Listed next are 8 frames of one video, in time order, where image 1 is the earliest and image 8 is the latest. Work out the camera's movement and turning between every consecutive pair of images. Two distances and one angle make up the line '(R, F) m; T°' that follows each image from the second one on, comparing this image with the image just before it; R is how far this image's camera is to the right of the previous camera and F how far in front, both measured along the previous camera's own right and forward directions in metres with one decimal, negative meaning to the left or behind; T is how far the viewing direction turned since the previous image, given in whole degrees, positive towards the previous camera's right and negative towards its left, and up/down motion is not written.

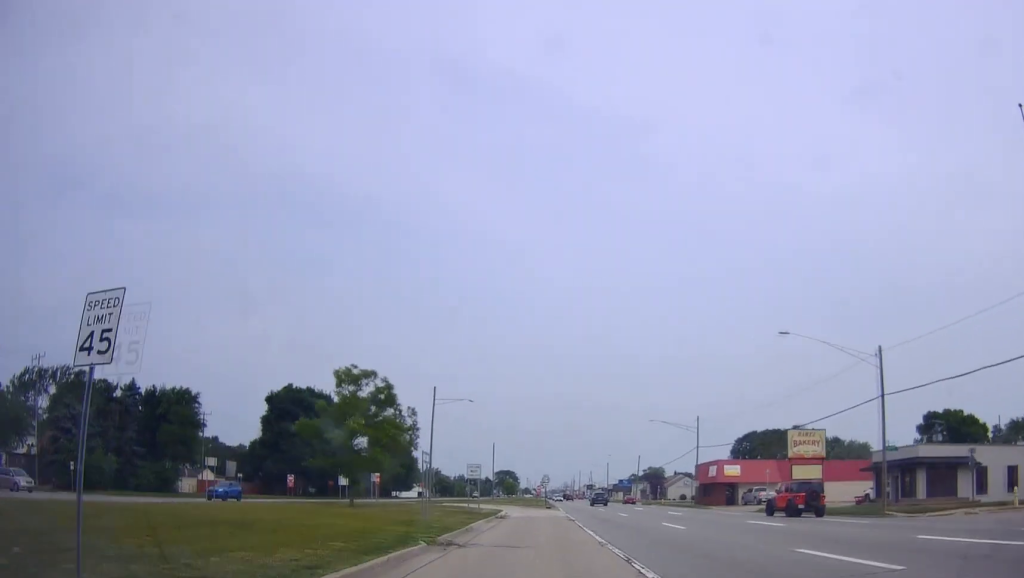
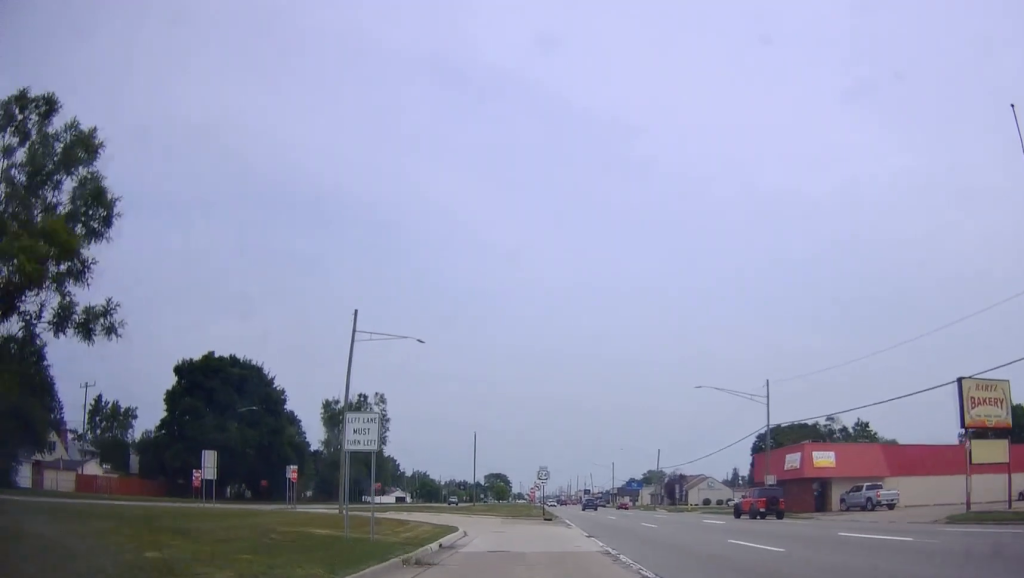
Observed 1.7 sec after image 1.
(+0.6, +28.8) m; +1°
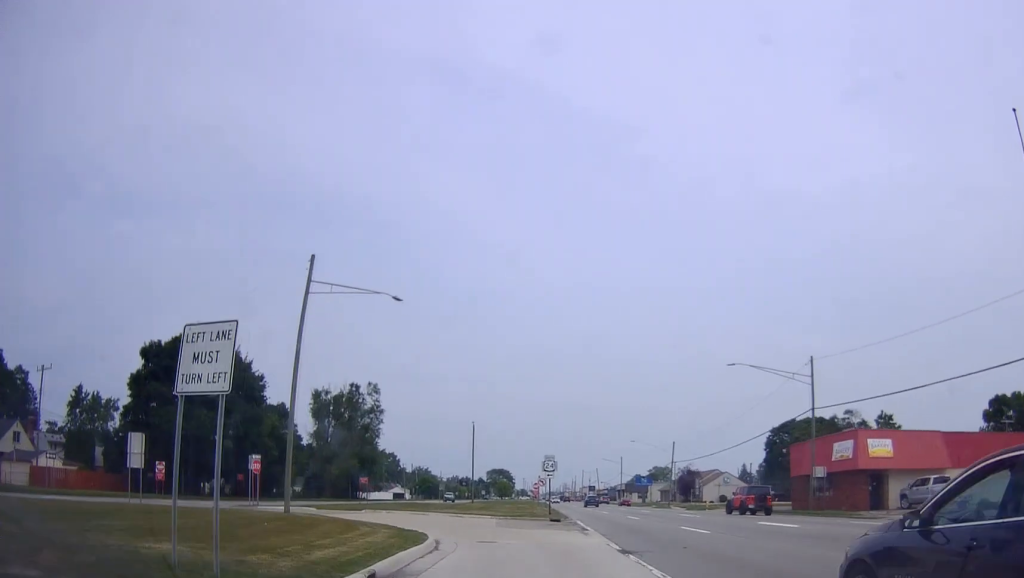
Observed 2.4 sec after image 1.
(-0.1, +9.3) m; +1°
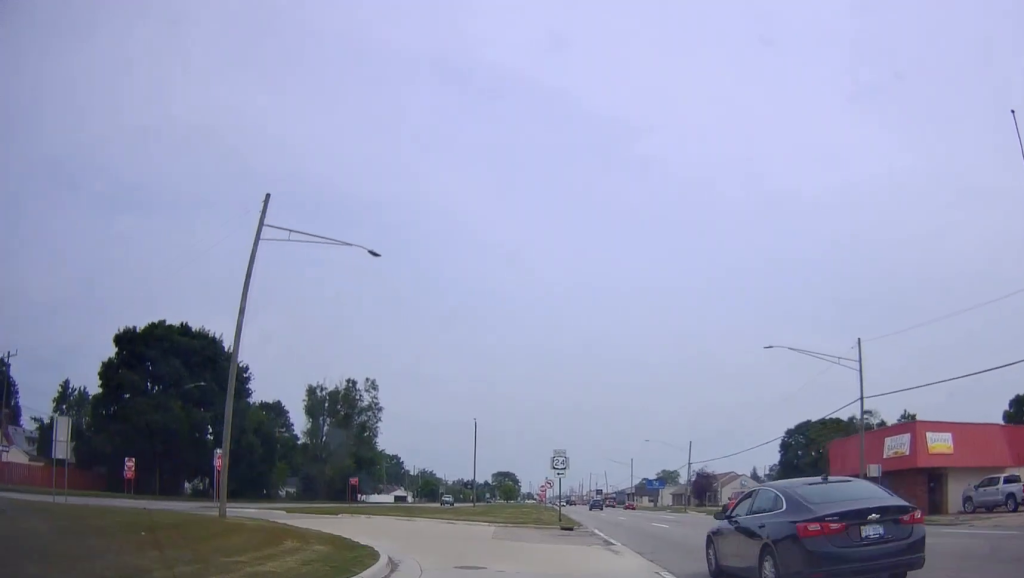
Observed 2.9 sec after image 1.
(+0.1, +7.5) m; +1°
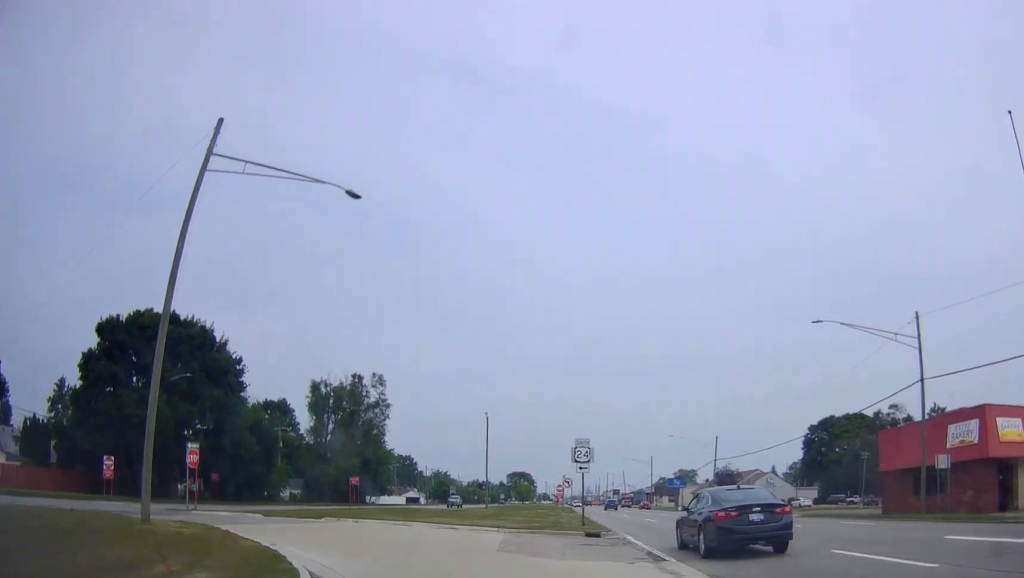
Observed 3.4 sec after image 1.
(+0.1, +6.7) m; +1°
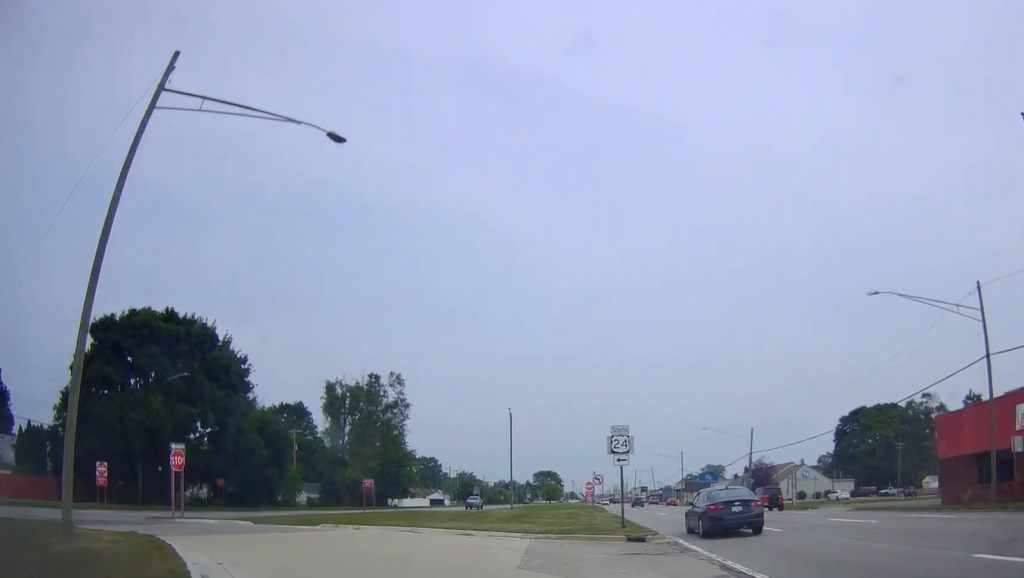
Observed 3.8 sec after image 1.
(0.0, +5.5) m; -1°
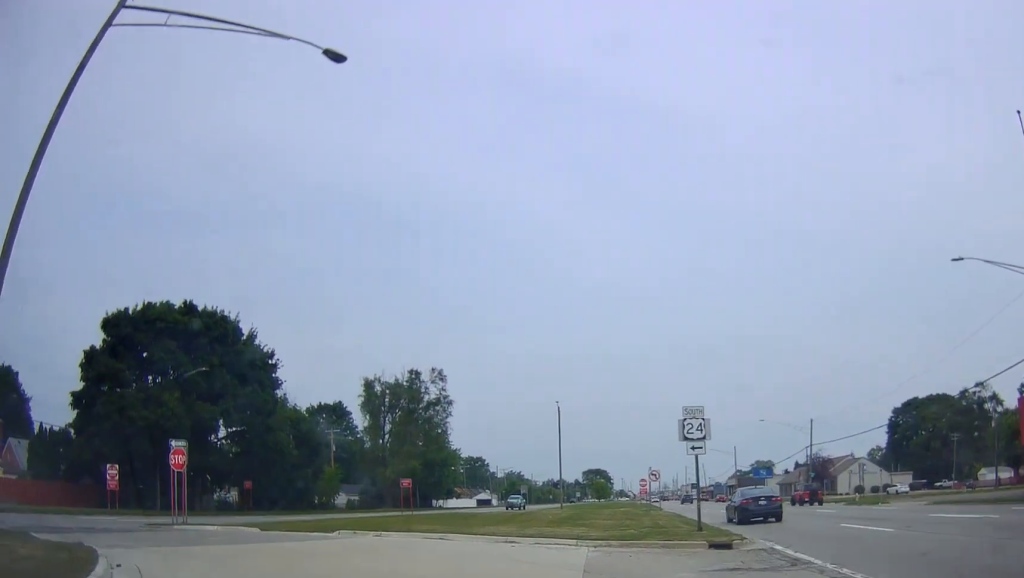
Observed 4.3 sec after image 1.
(+0.1, +5.6) m; -2°
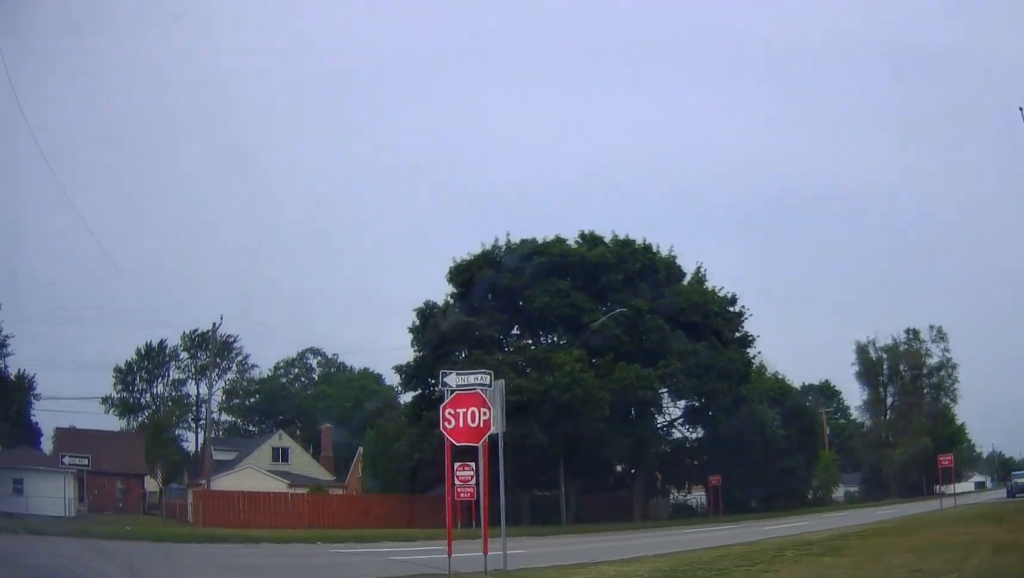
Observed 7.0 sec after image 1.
(-5.2, +24.5) m; -32°
